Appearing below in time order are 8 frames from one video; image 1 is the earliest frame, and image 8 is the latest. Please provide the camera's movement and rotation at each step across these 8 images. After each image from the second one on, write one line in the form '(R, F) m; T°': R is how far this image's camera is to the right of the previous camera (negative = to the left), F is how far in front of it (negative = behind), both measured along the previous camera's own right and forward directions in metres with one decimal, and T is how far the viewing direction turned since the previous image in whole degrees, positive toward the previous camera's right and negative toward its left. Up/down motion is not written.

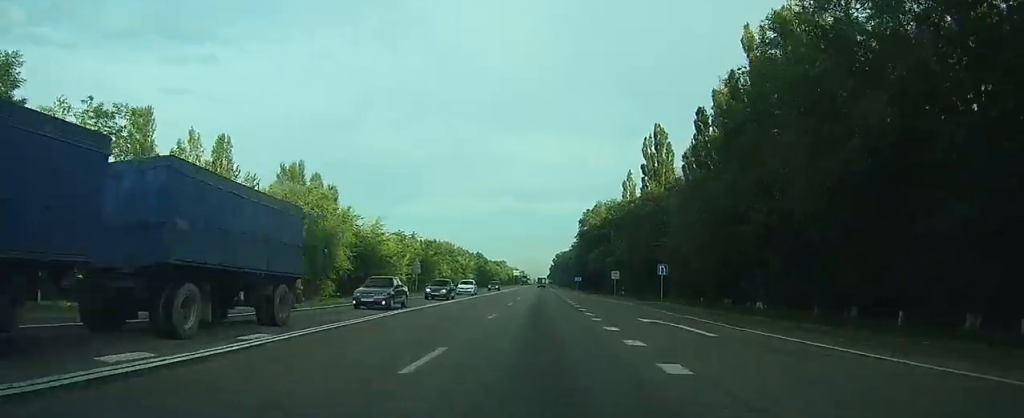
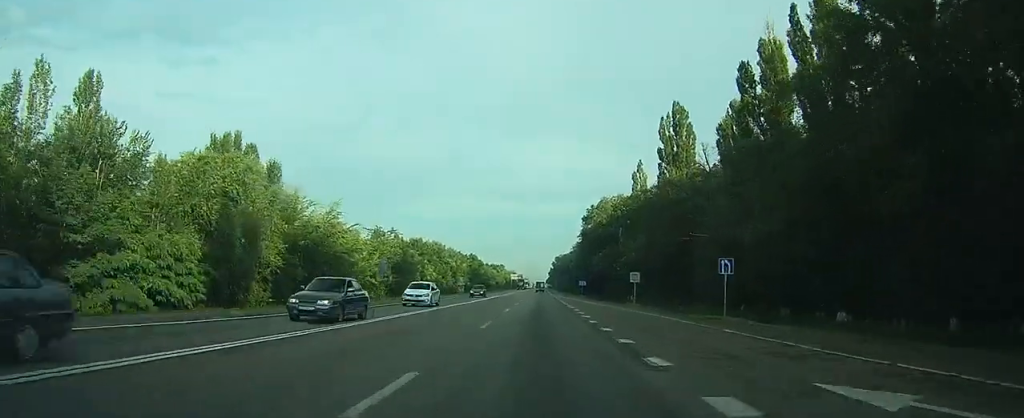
(0.0, +14.4) m; 0°
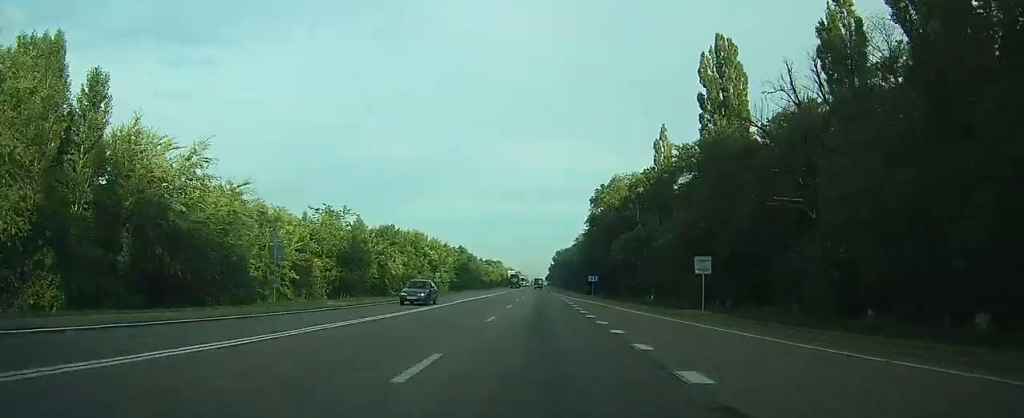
(0.0, +22.3) m; 0°
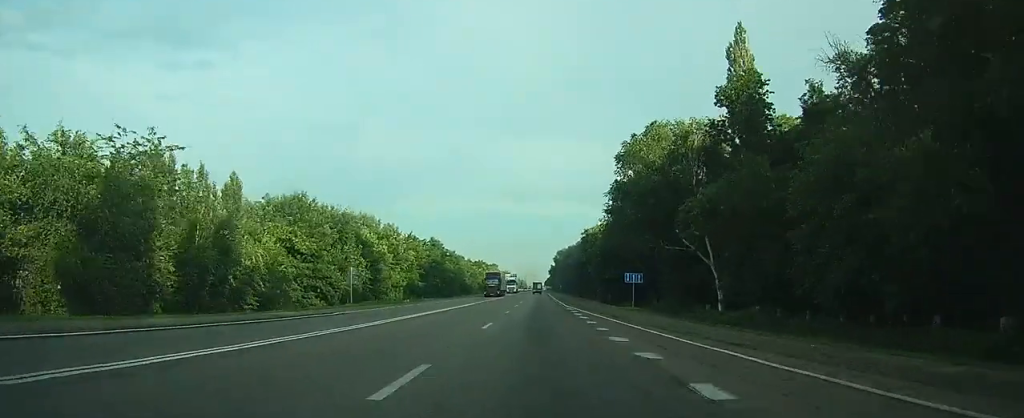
(0.0, +37.2) m; 0°
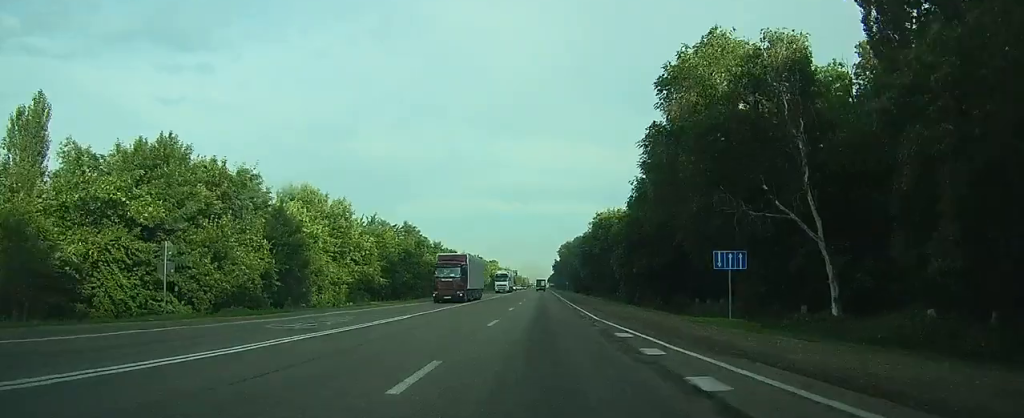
(0.0, +24.0) m; 0°
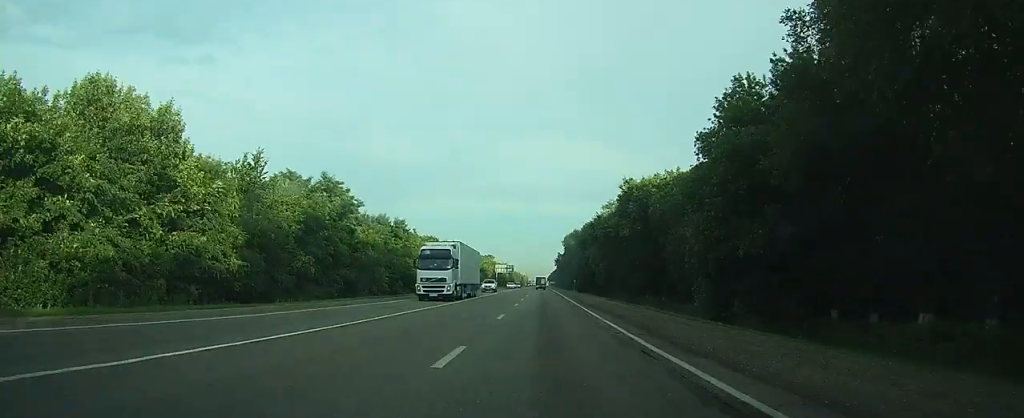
(0.0, +34.0) m; 0°
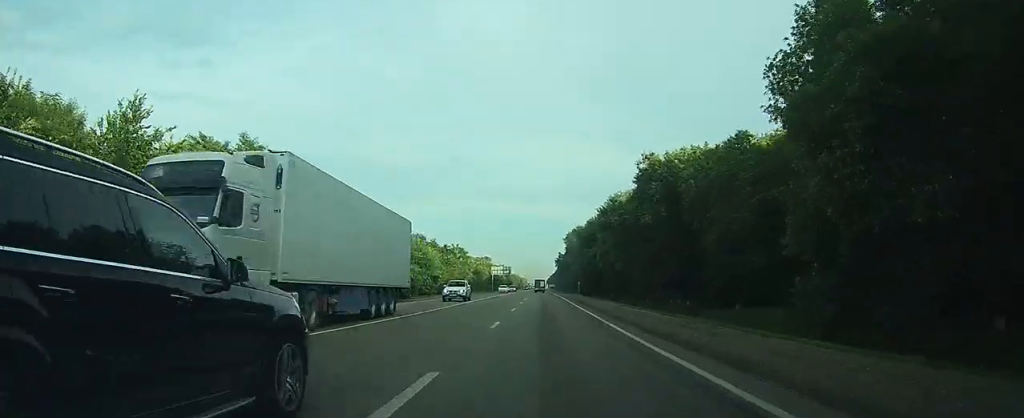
(0.0, +14.8) m; 0°
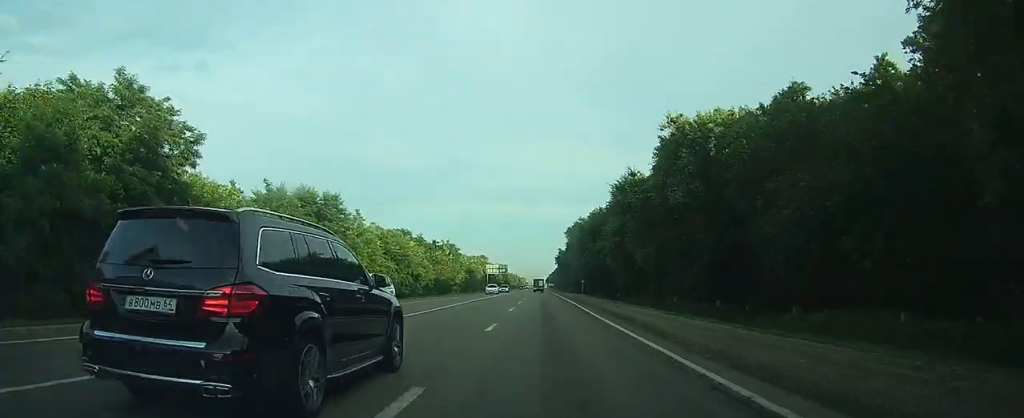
(0.0, +12.5) m; 0°
